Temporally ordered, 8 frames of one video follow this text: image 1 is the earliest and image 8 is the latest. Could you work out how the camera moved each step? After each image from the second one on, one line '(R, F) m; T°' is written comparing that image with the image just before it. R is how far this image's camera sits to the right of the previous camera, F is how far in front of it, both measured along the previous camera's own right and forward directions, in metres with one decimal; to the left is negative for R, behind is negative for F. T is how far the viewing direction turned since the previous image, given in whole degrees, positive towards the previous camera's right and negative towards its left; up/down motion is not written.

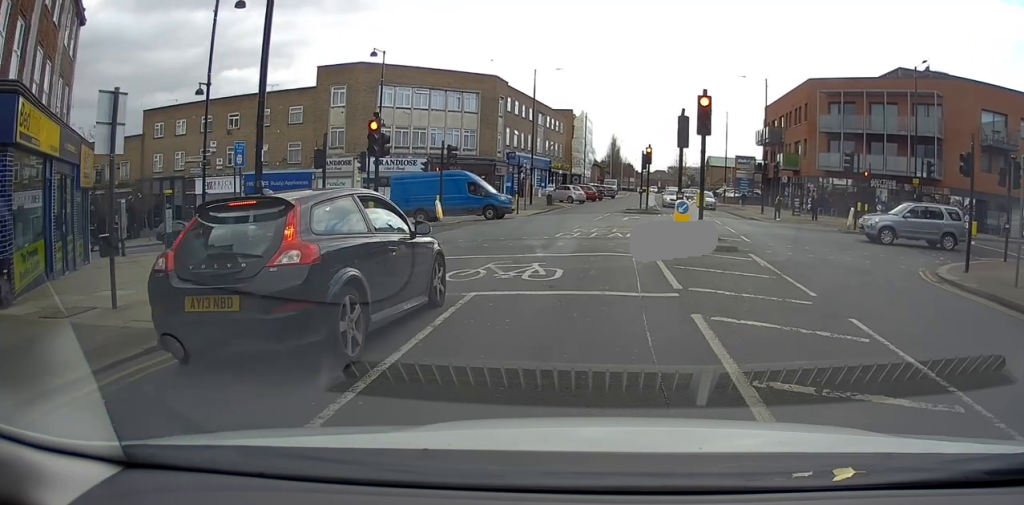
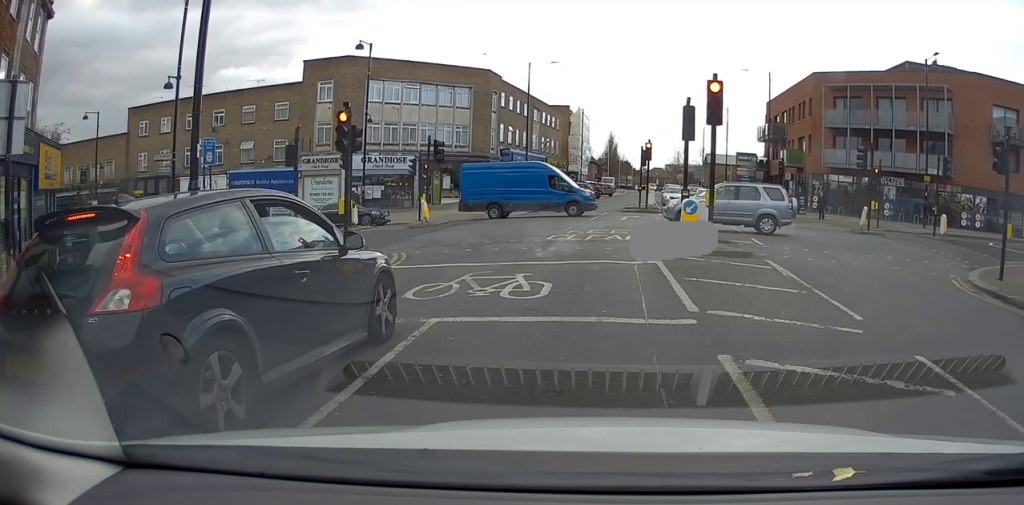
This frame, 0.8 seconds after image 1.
(-0.1, +2.7) m; -5°
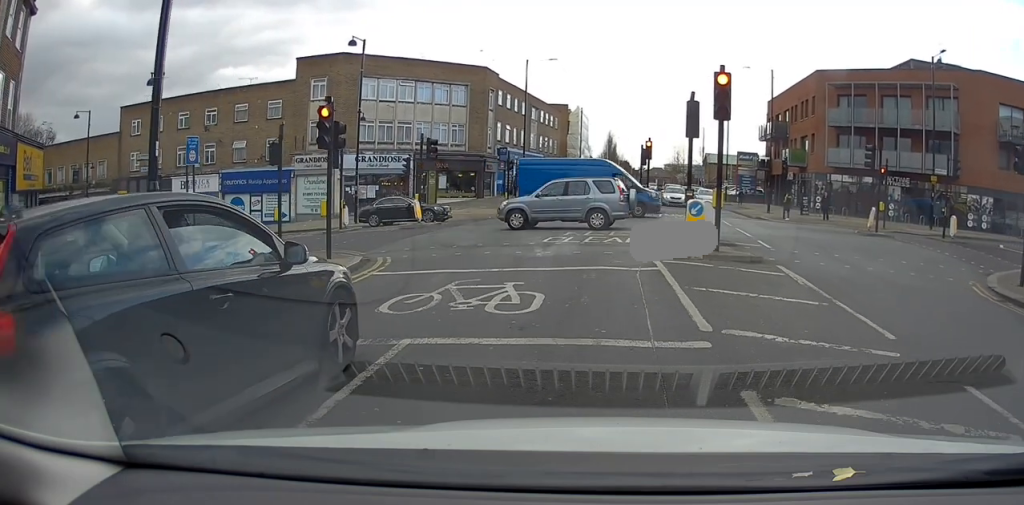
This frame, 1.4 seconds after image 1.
(-0.1, +1.4) m; -1°
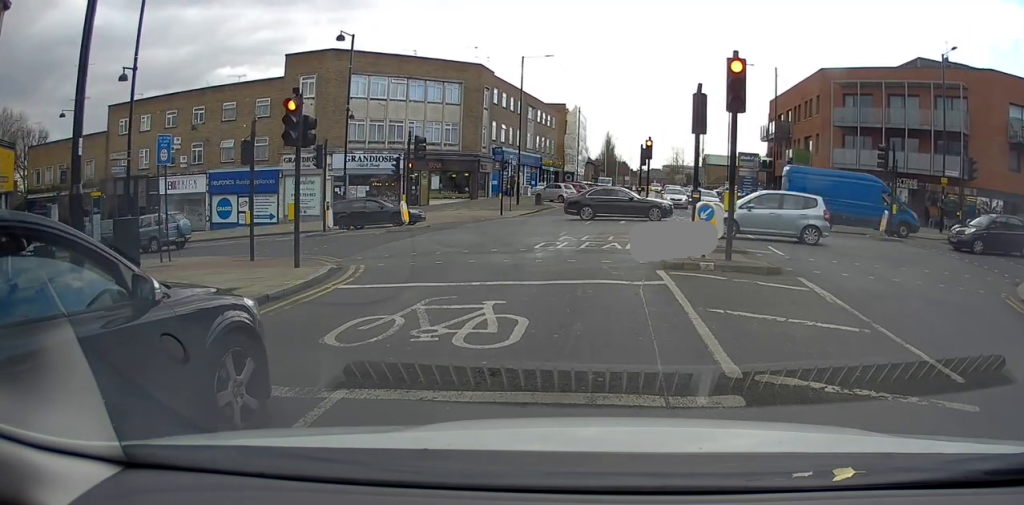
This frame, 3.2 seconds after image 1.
(0.0, +3.1) m; -1°
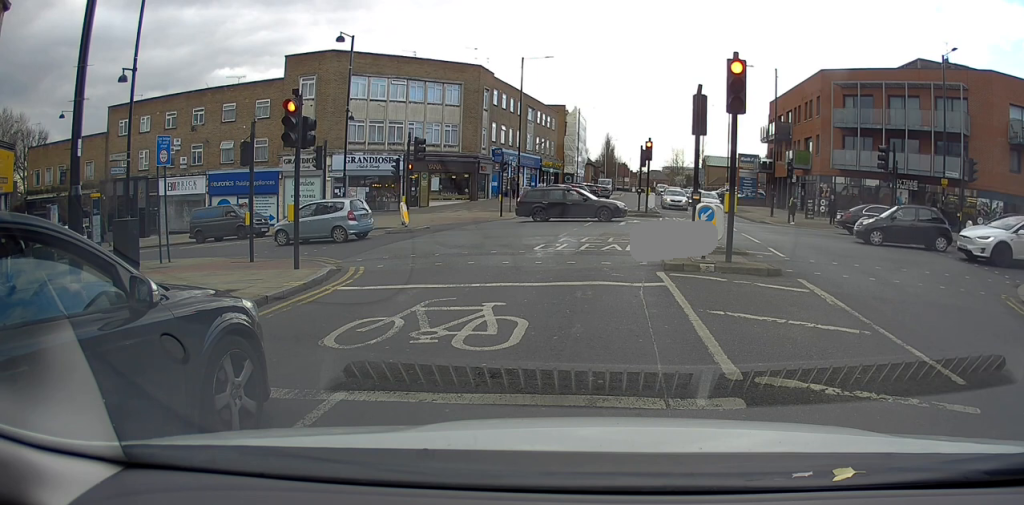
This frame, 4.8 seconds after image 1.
(-0.1, +0.7) m; 0°
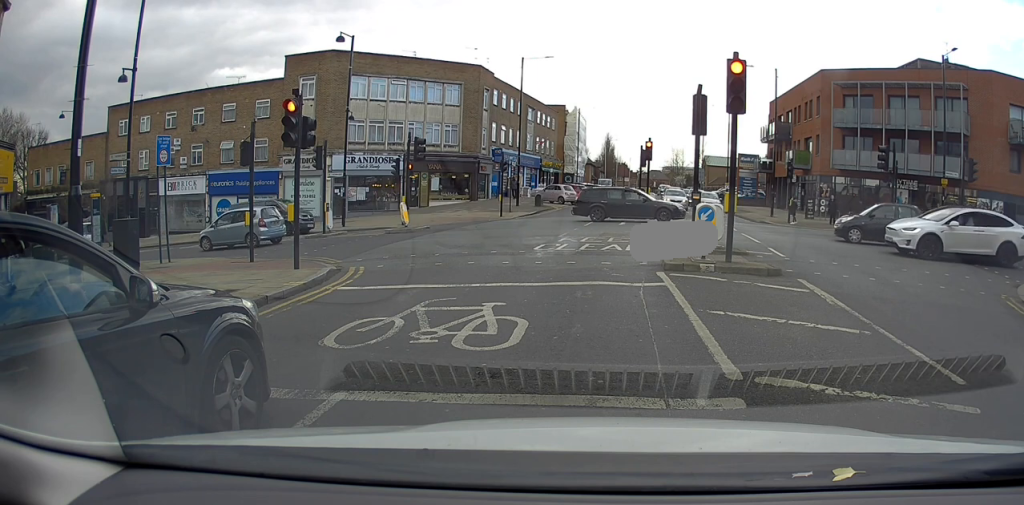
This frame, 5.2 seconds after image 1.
(0.0, 0.0) m; 0°
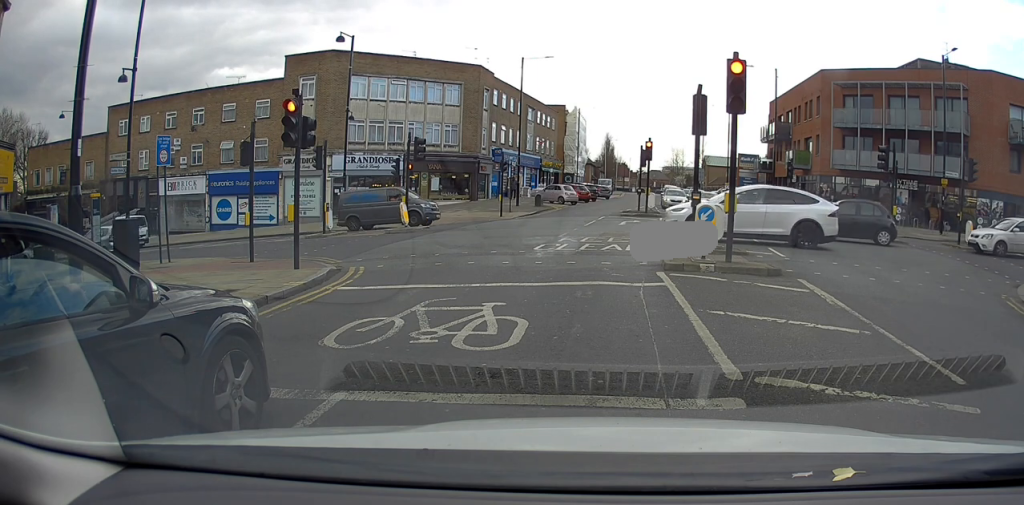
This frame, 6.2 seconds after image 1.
(0.0, 0.0) m; 0°
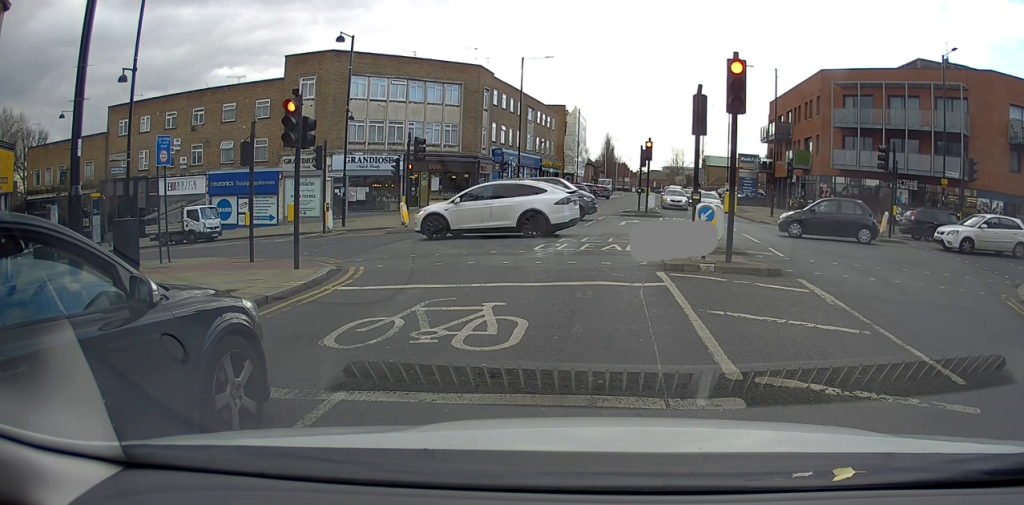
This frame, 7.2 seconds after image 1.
(0.0, 0.0) m; 0°
